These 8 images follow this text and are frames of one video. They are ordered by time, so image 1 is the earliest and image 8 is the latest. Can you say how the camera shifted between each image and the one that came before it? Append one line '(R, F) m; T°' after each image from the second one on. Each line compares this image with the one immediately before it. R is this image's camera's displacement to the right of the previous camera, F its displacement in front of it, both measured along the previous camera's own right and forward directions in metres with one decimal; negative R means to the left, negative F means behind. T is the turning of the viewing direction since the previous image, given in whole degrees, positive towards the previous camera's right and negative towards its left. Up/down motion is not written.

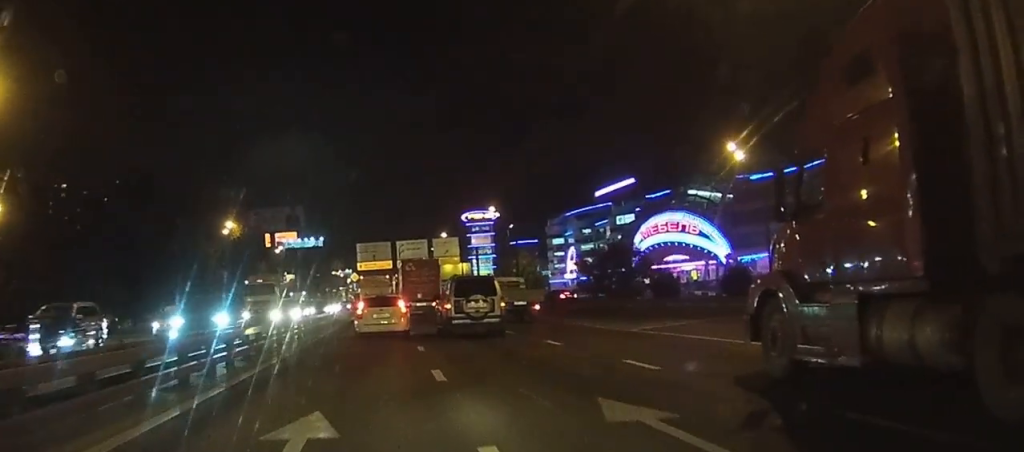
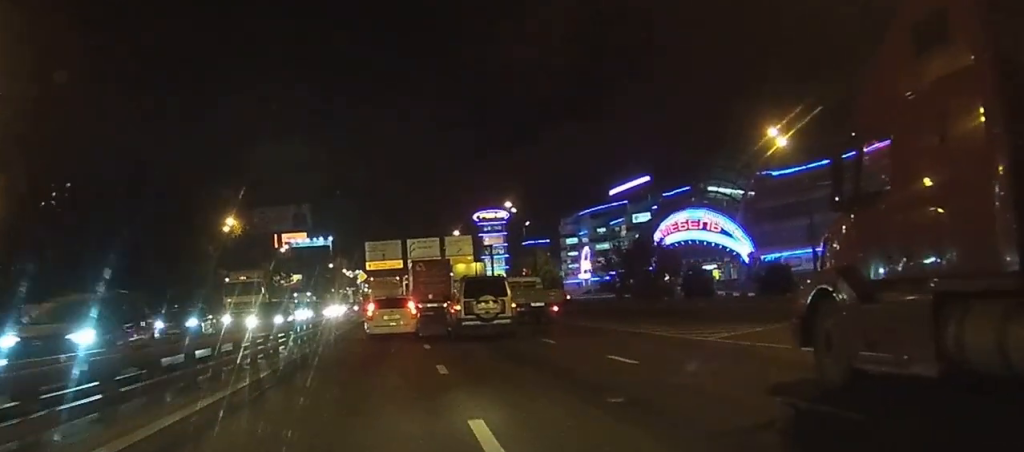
(0.0, +5.5) m; -1°
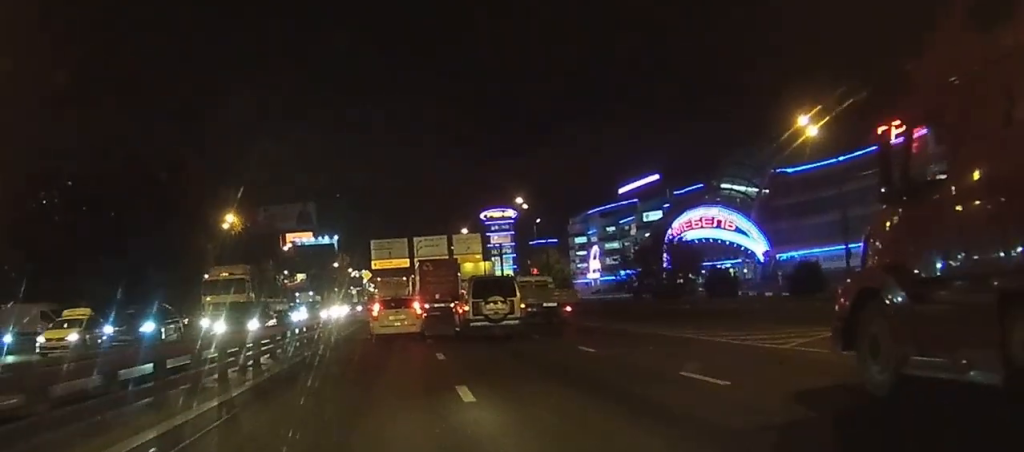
(0.0, +3.8) m; 0°
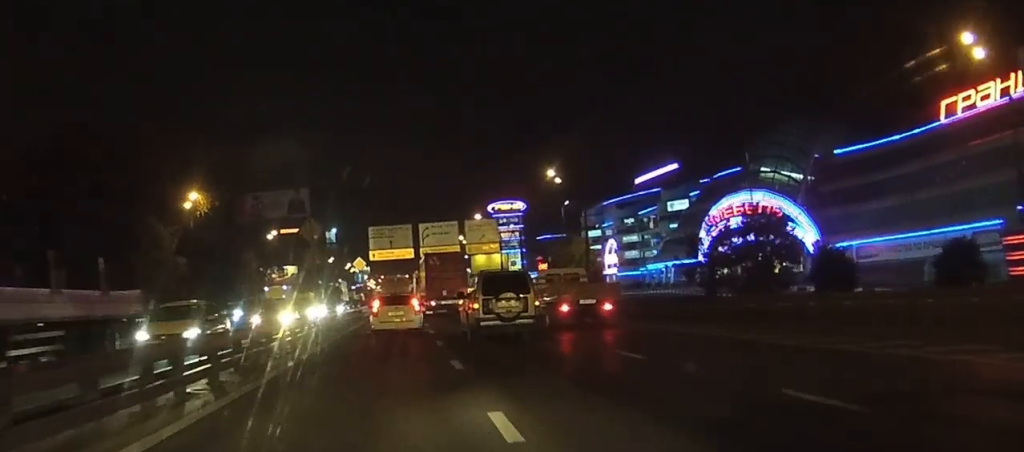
(-0.3, +18.4) m; -1°
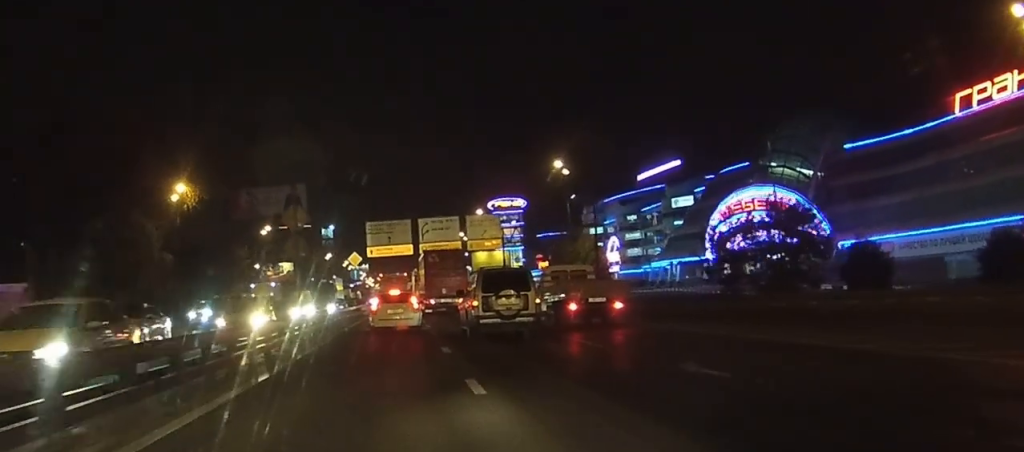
(0.0, +4.4) m; 0°
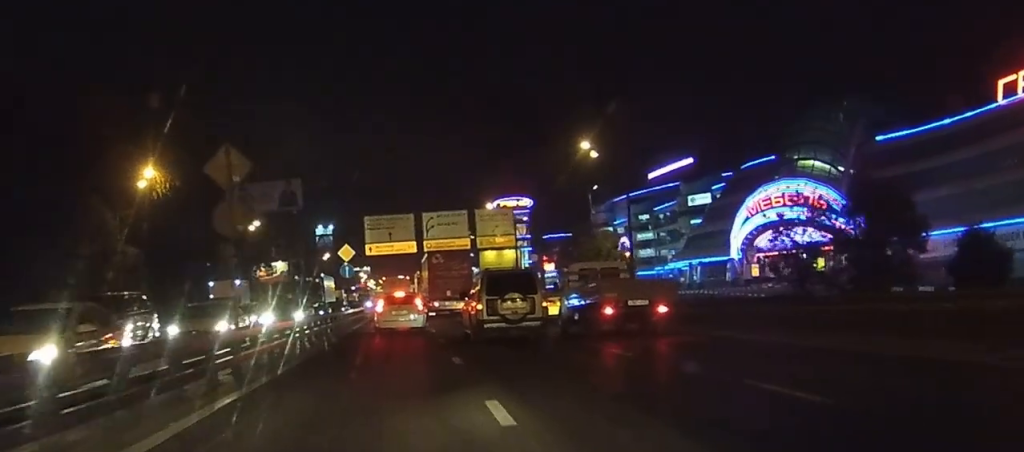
(0.0, +11.0) m; +1°
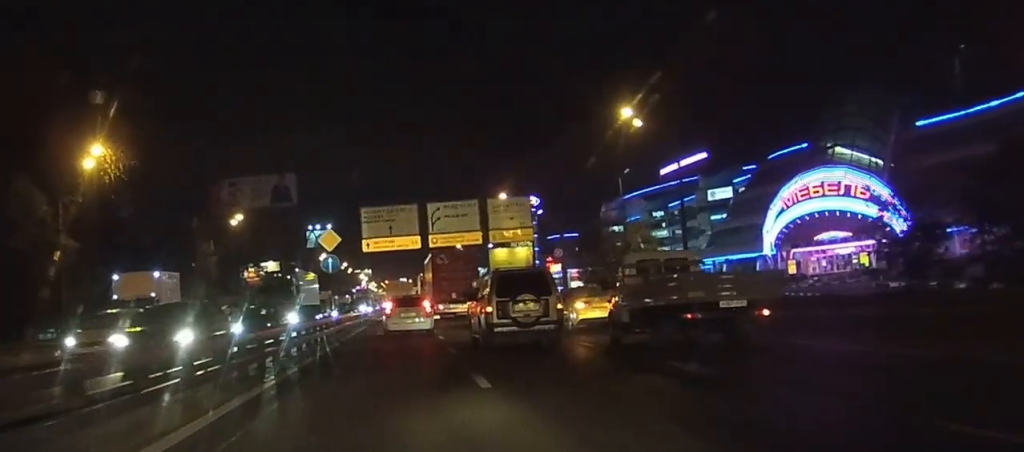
(+0.4, +12.2) m; +2°
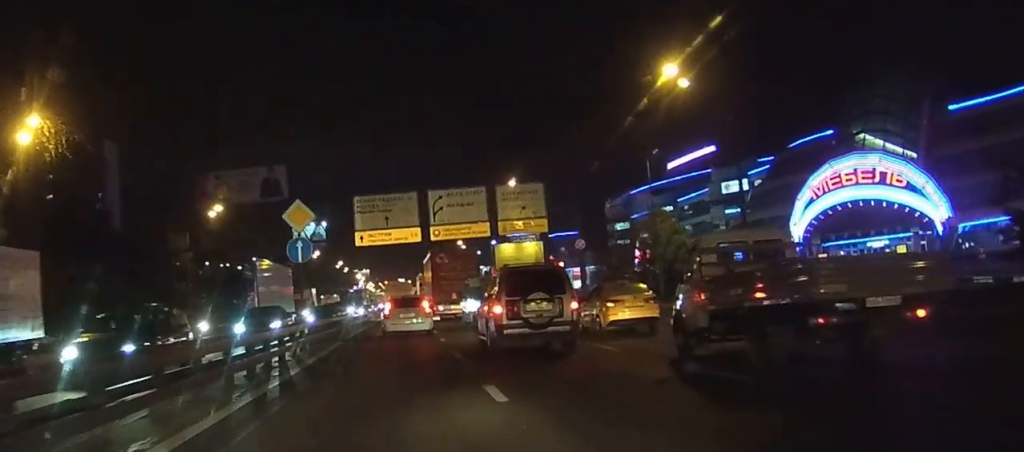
(0.0, +9.3) m; +2°
